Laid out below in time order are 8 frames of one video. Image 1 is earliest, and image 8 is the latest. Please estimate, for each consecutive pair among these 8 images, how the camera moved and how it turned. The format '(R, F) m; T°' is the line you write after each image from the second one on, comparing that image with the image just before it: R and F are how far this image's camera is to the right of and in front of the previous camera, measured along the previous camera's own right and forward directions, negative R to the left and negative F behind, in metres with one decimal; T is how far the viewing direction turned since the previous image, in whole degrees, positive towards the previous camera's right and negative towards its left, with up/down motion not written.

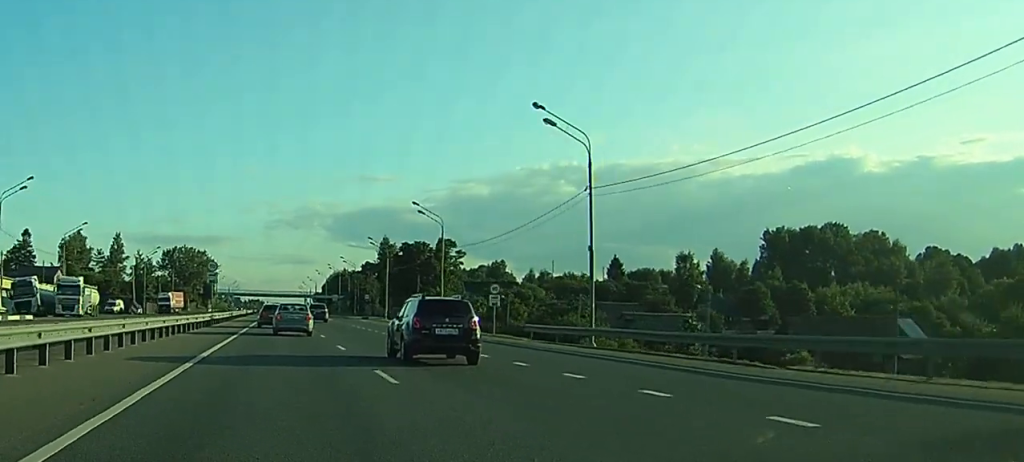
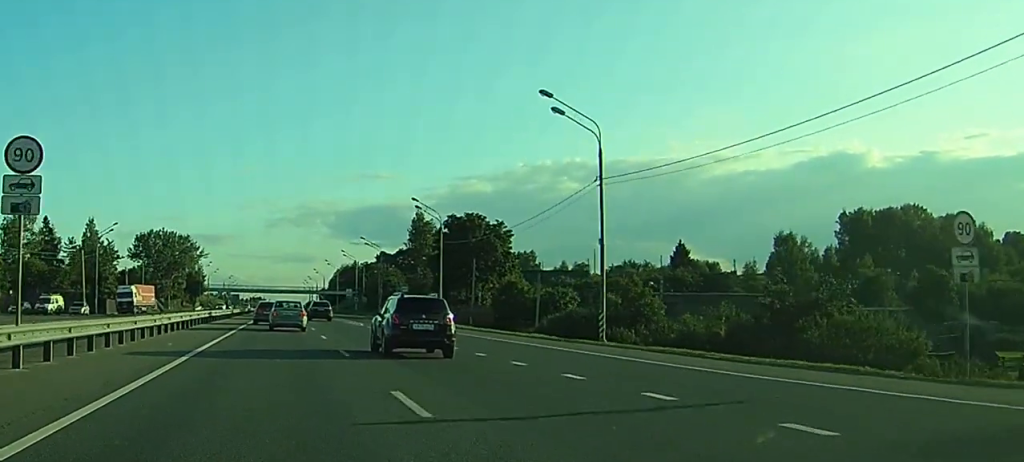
(+0.1, +39.5) m; 0°
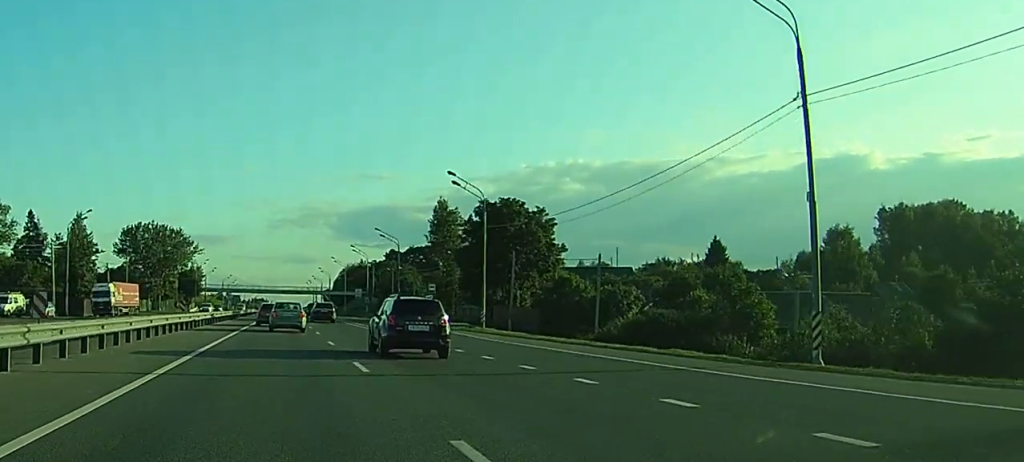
(-0.1, +16.3) m; 0°
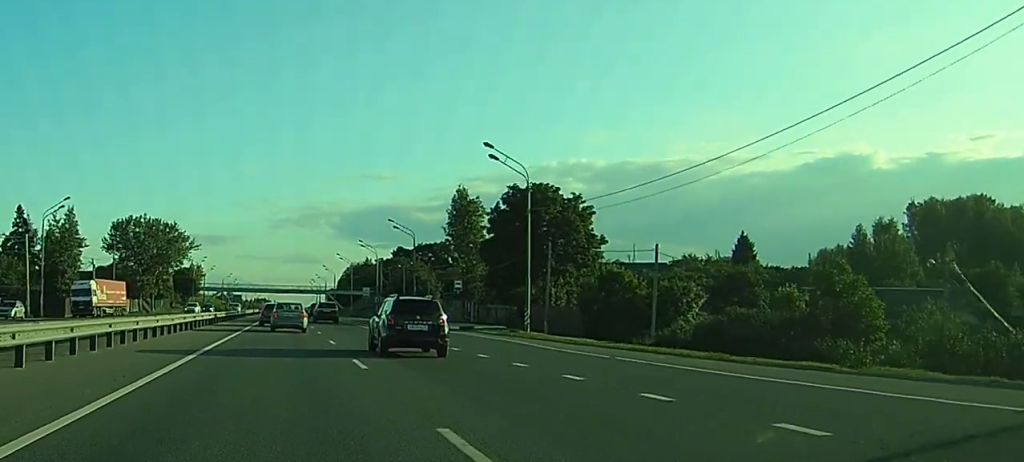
(-0.2, +10.9) m; 0°
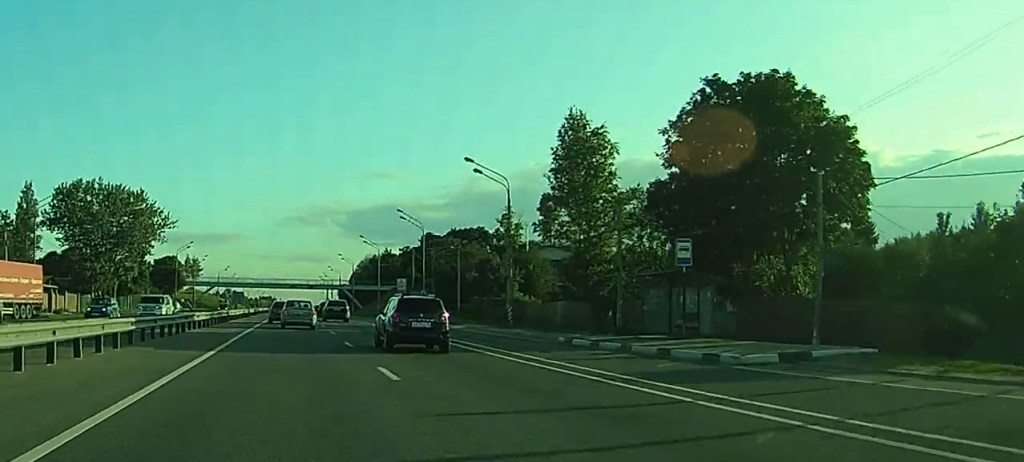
(+0.2, +38.1) m; 0°
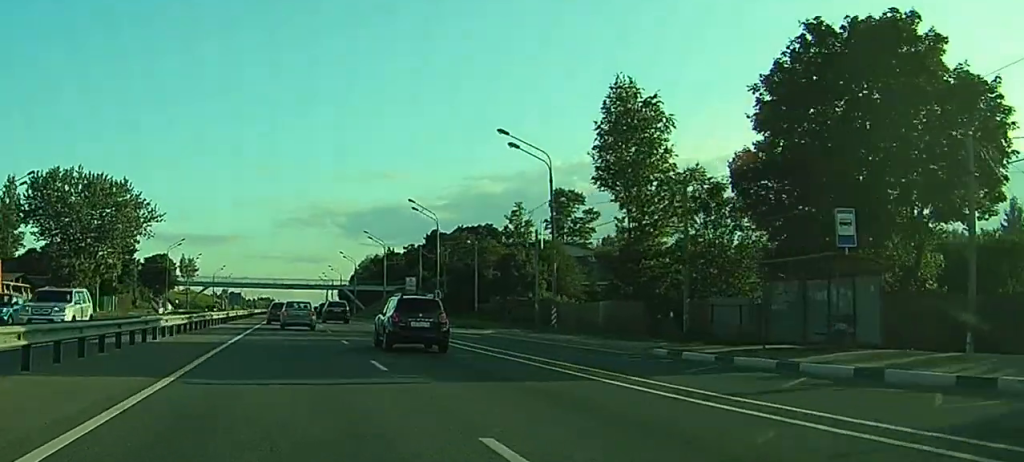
(0.0, +9.5) m; 0°
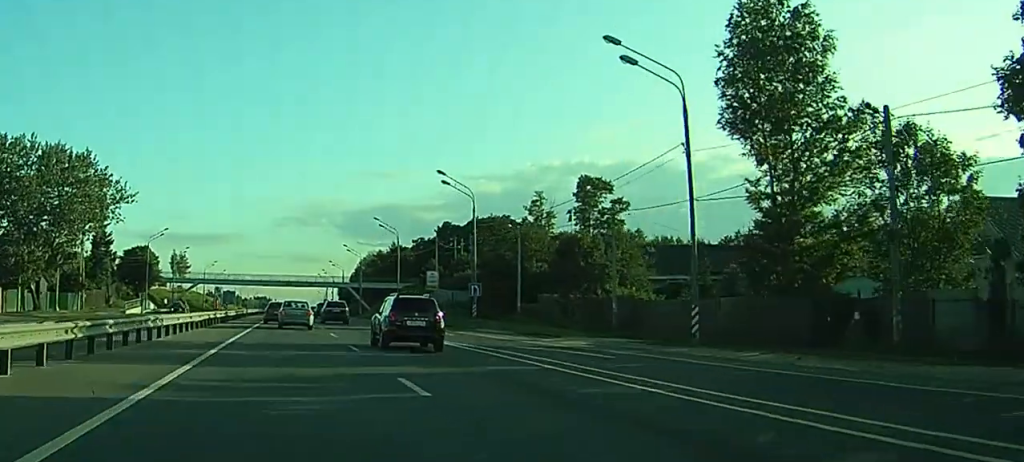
(+0.2, +16.8) m; +1°
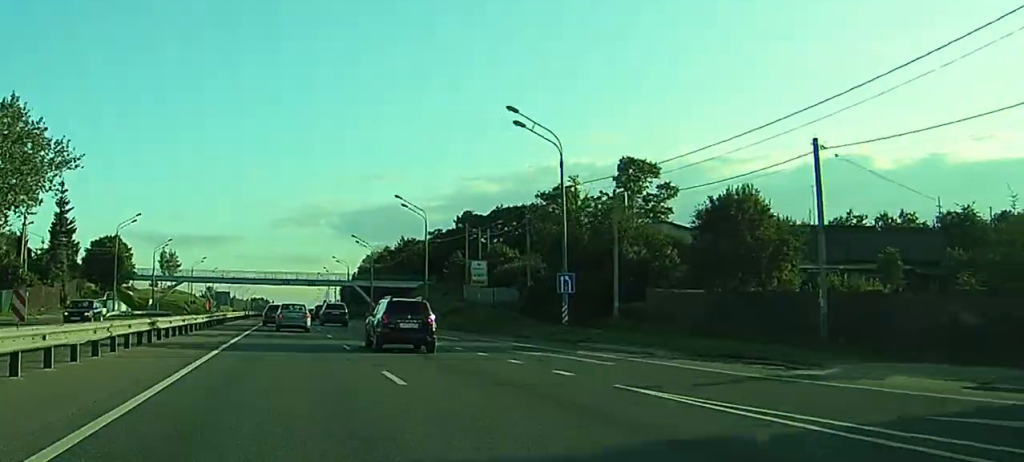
(0.0, +21.3) m; 0°
